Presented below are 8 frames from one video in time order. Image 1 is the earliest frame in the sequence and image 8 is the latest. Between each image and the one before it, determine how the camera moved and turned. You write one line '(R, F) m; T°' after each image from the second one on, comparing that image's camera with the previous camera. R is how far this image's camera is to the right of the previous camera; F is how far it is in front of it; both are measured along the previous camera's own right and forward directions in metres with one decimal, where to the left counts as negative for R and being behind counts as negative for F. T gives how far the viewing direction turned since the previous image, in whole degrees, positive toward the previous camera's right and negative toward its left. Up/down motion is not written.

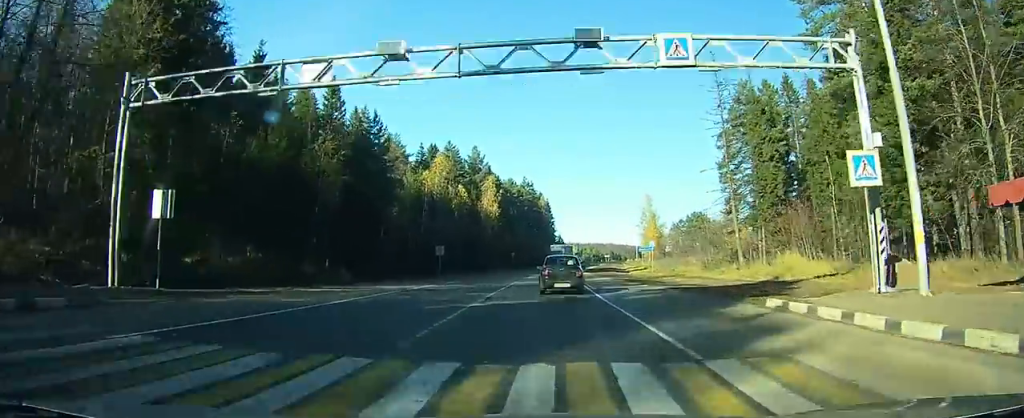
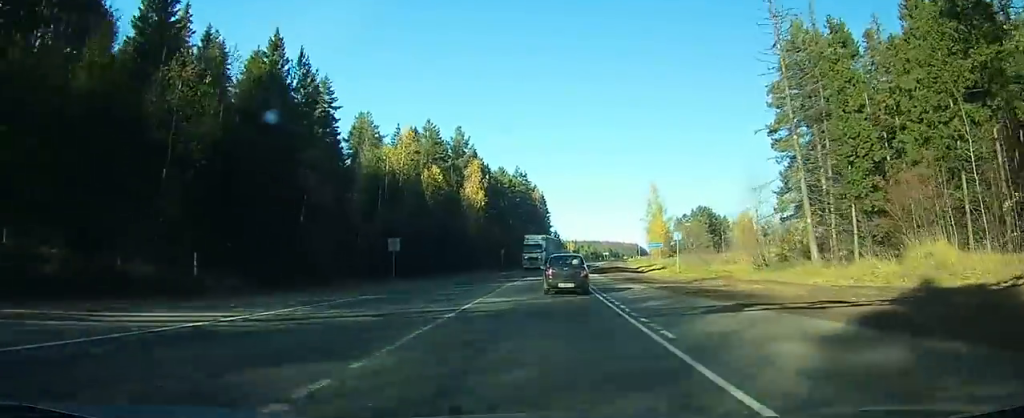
(+0.2, +16.1) m; +1°
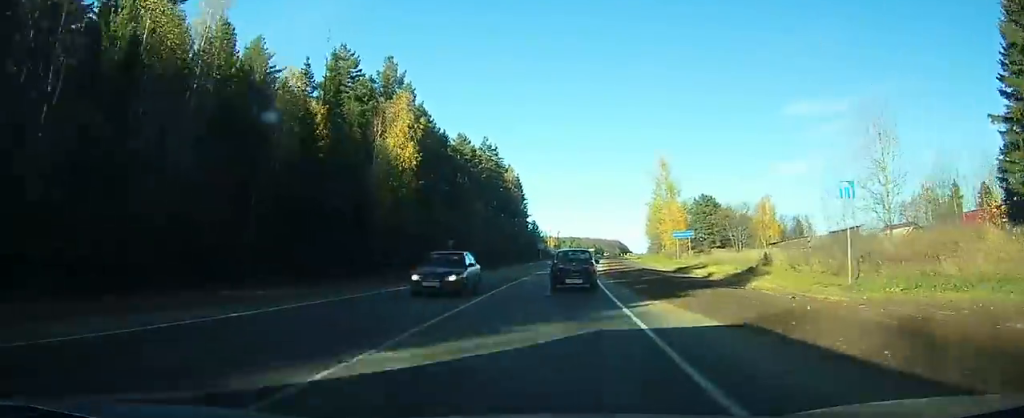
(+0.5, +35.1) m; +2°
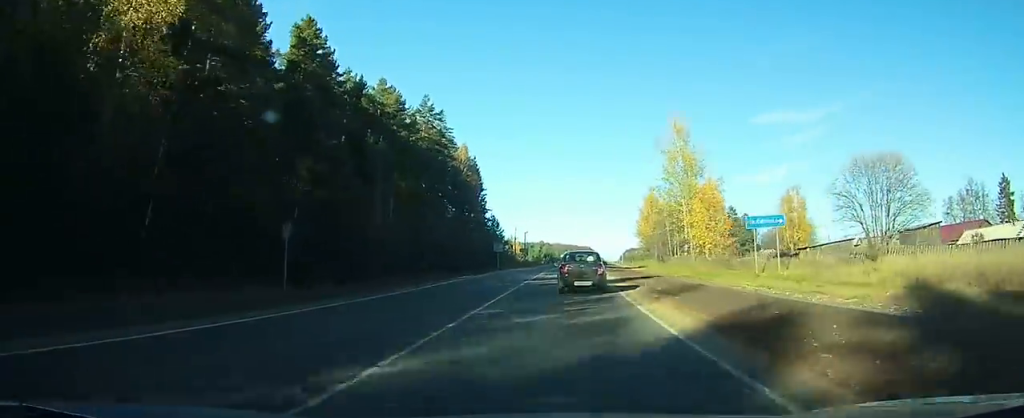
(+0.6, +35.0) m; +3°
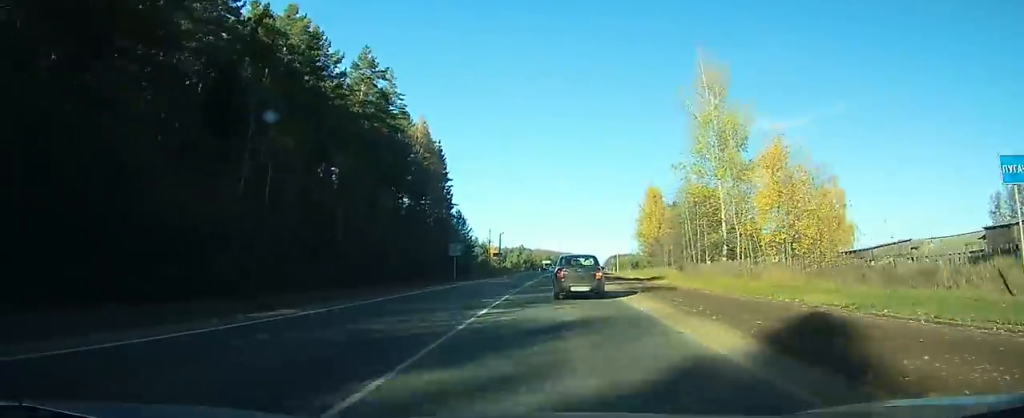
(+0.5, +22.9) m; +2°
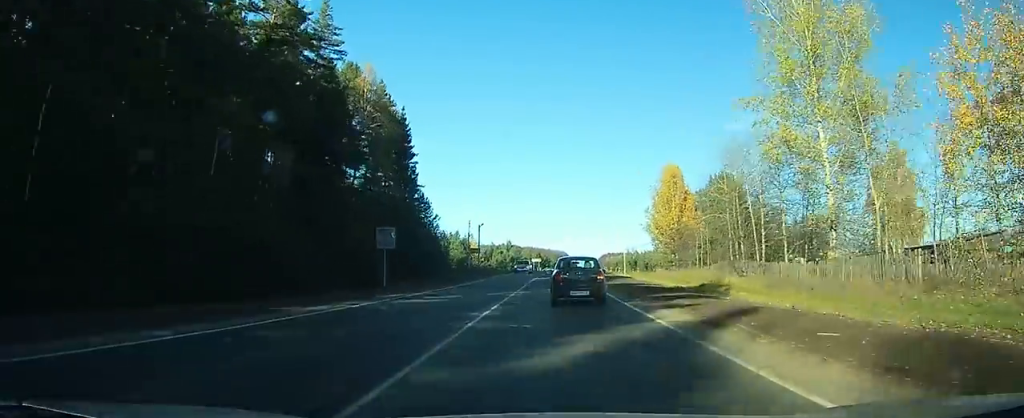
(+0.4, +21.7) m; +2°
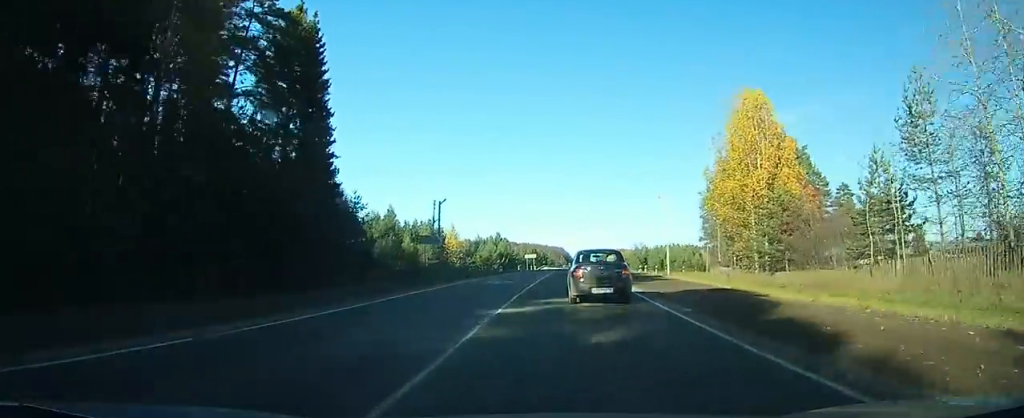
(+0.5, +33.4) m; +1°
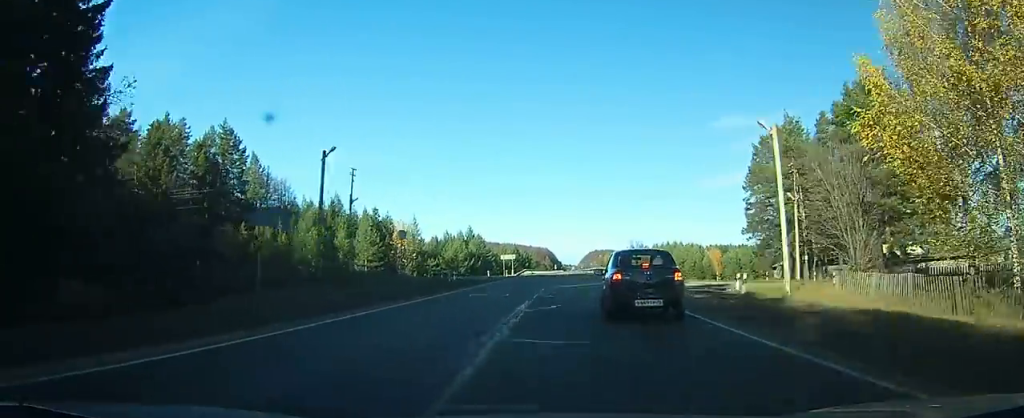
(+0.2, +31.8) m; +1°
